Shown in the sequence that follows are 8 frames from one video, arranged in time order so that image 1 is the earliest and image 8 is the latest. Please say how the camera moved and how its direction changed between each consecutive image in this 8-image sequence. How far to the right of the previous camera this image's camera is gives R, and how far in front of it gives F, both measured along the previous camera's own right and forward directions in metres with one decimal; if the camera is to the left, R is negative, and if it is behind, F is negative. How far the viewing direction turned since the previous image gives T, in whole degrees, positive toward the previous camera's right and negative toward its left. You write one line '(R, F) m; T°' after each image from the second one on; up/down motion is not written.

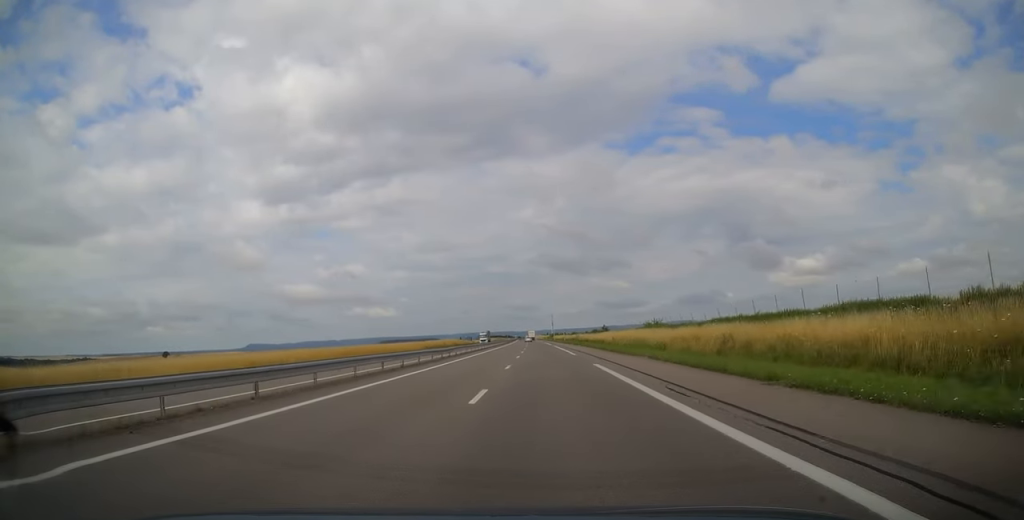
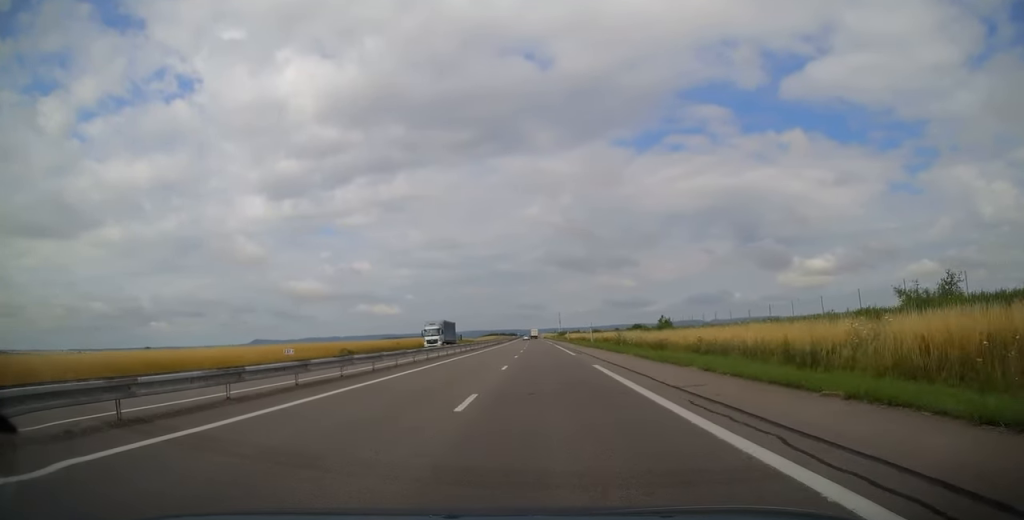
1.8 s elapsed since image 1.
(0.0, +52.9) m; 0°
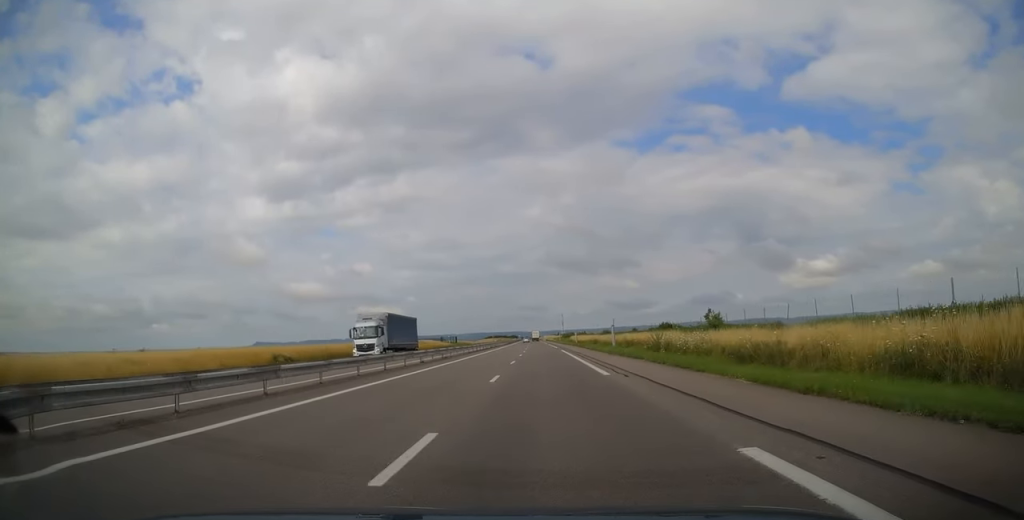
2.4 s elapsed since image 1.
(0.0, +18.1) m; 0°
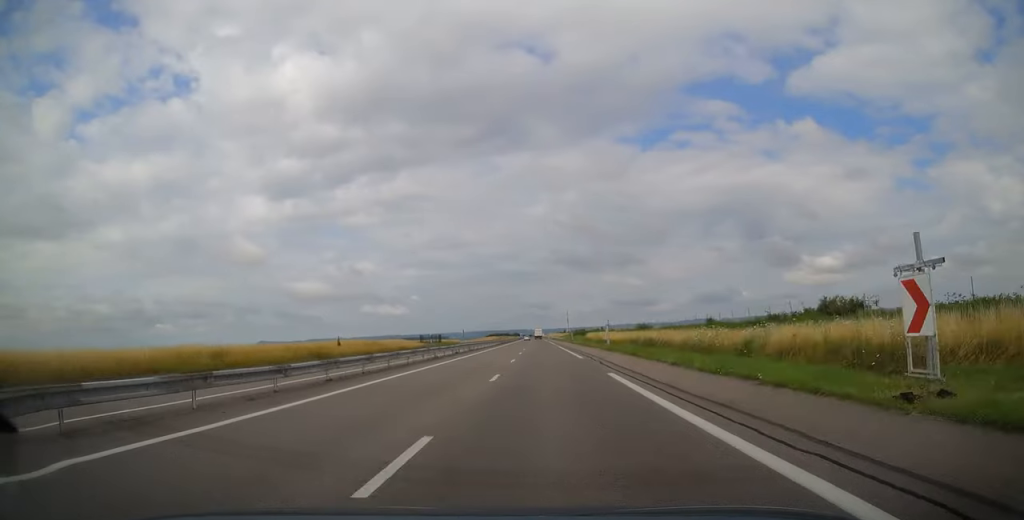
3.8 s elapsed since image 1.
(-0.5, +39.2) m; -1°
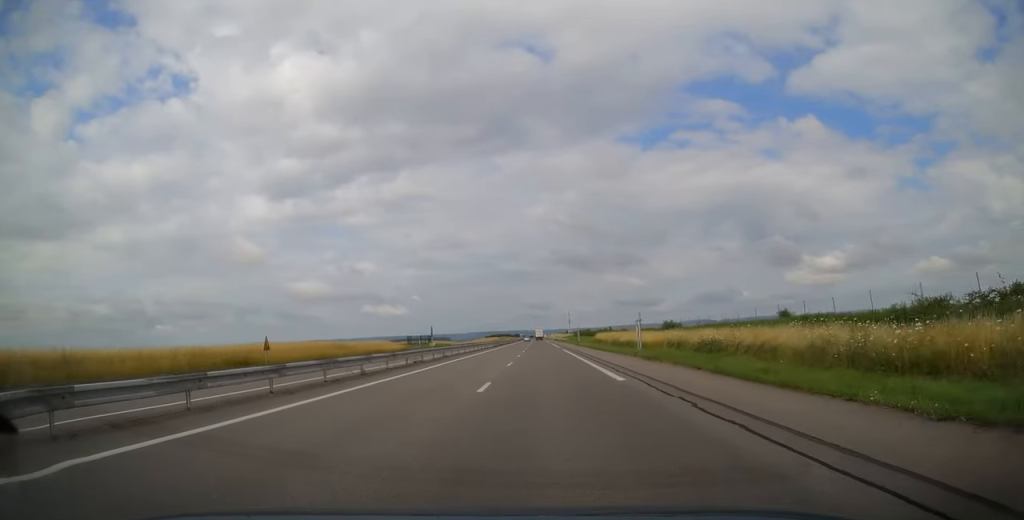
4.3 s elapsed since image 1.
(0.0, +16.2) m; 0°
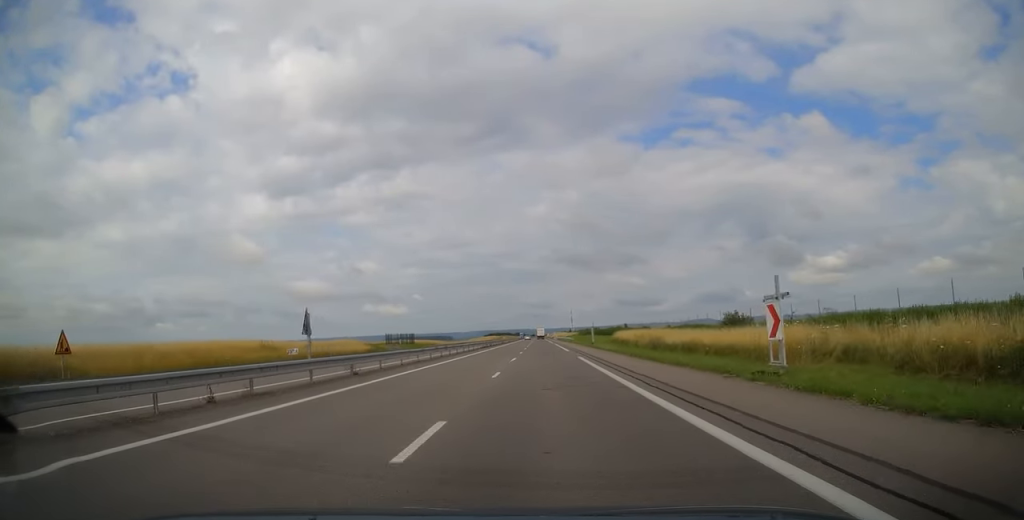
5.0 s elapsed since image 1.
(0.0, +21.1) m; 0°
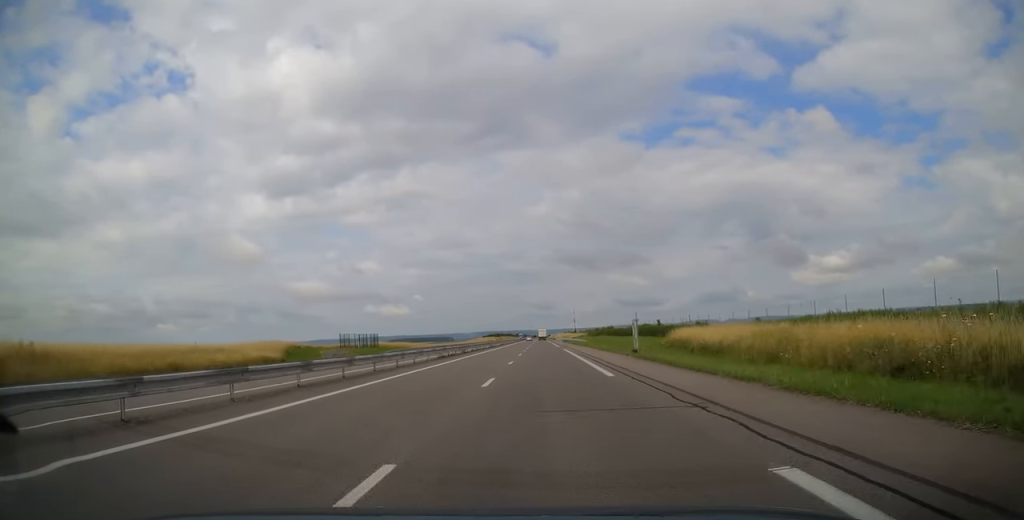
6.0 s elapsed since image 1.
(+0.2, +28.9) m; 0°
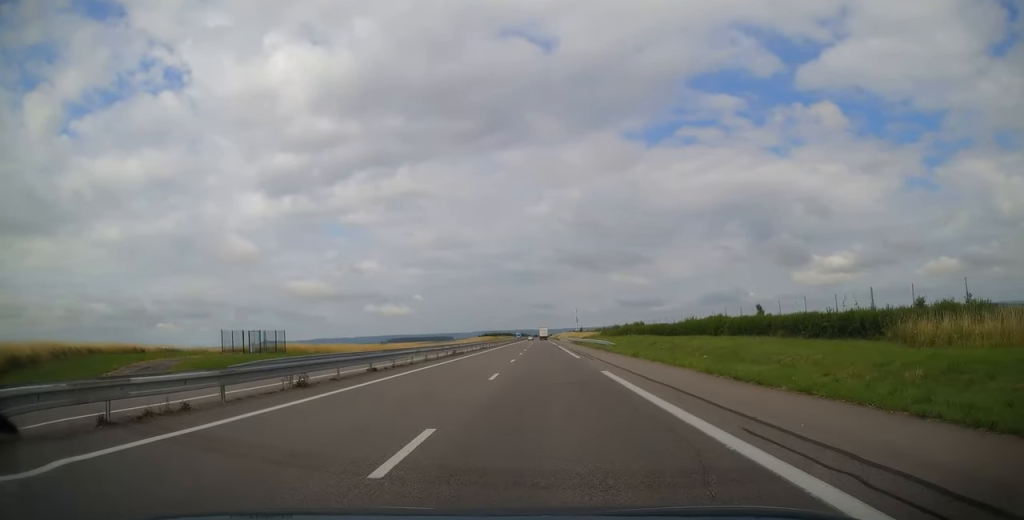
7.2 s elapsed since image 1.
(-0.4, +36.3) m; -1°
